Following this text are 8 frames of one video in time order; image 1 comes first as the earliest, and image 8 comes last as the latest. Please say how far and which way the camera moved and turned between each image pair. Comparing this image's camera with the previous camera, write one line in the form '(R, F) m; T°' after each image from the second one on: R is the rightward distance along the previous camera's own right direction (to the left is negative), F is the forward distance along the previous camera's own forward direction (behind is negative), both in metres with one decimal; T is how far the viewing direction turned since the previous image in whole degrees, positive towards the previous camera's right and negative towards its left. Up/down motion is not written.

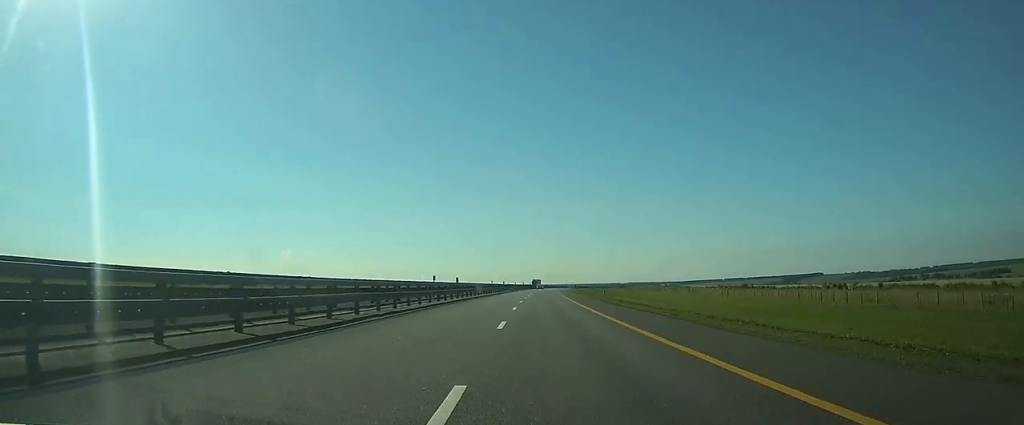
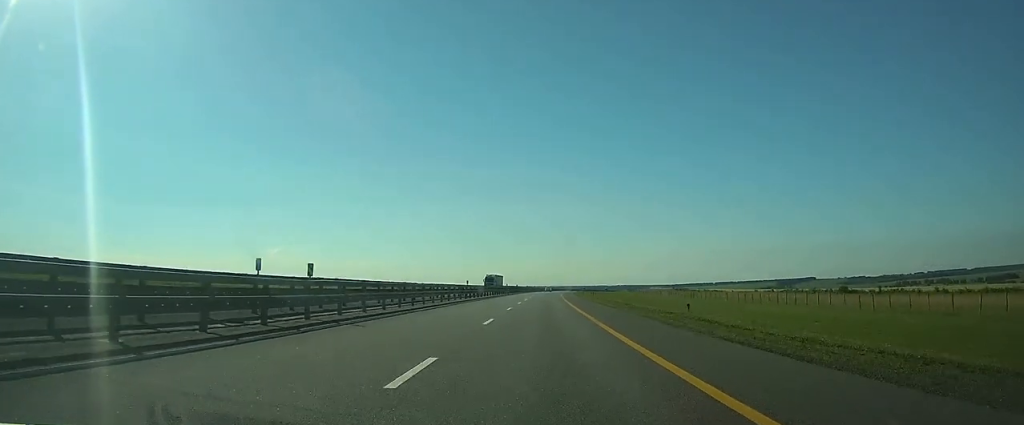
(+1.0, +82.0) m; +1°
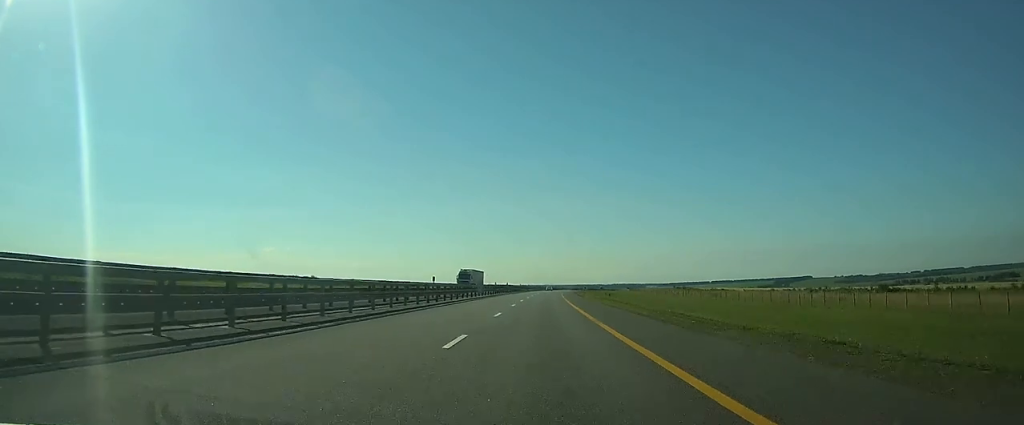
(+0.1, +19.6) m; 0°
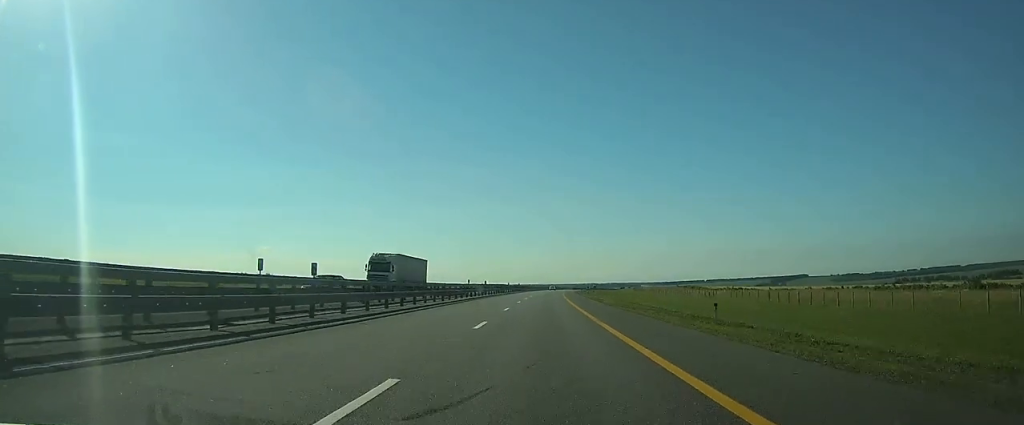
(+0.2, +30.8) m; 0°
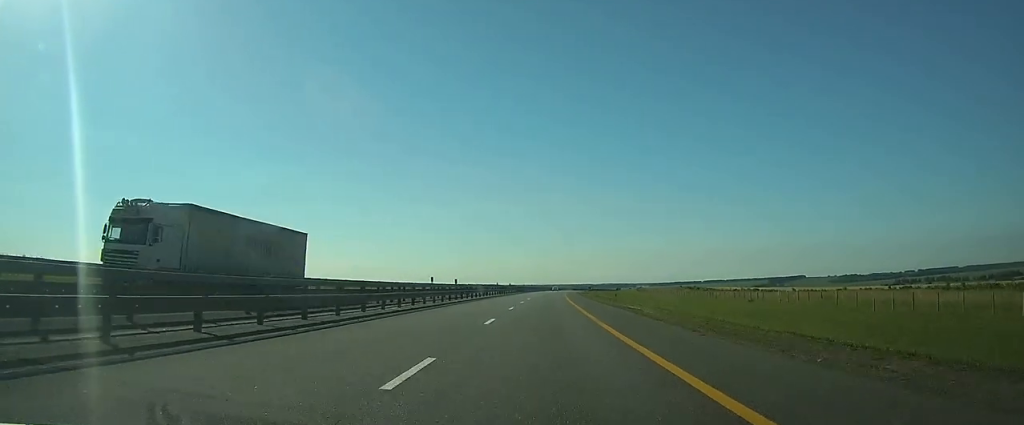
(0.0, +21.5) m; 0°
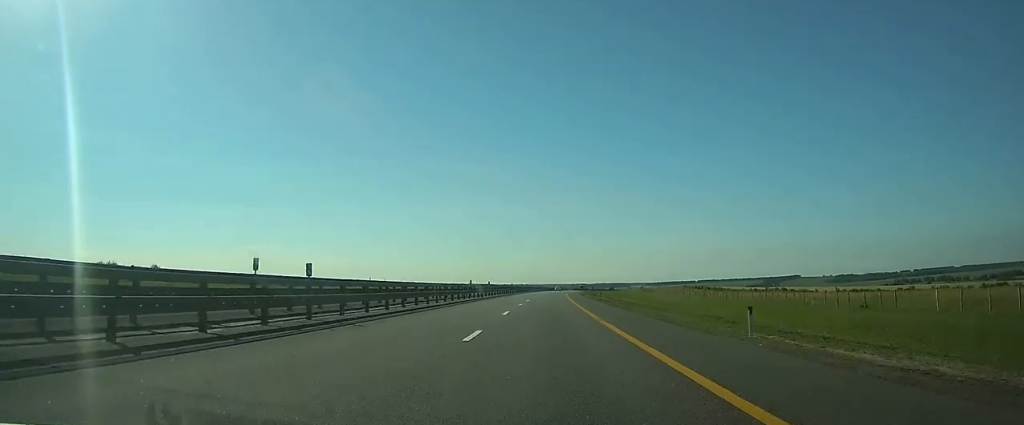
(+0.1, +29.6) m; +1°
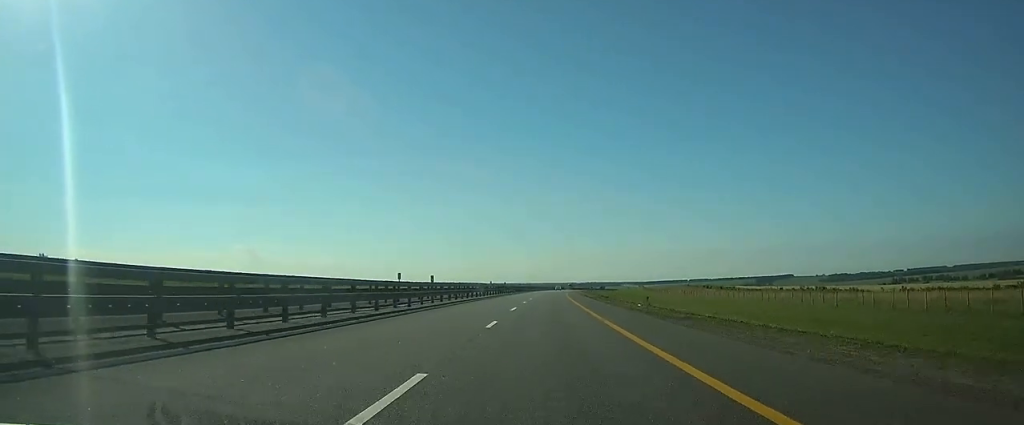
(+0.3, +31.6) m; +1°
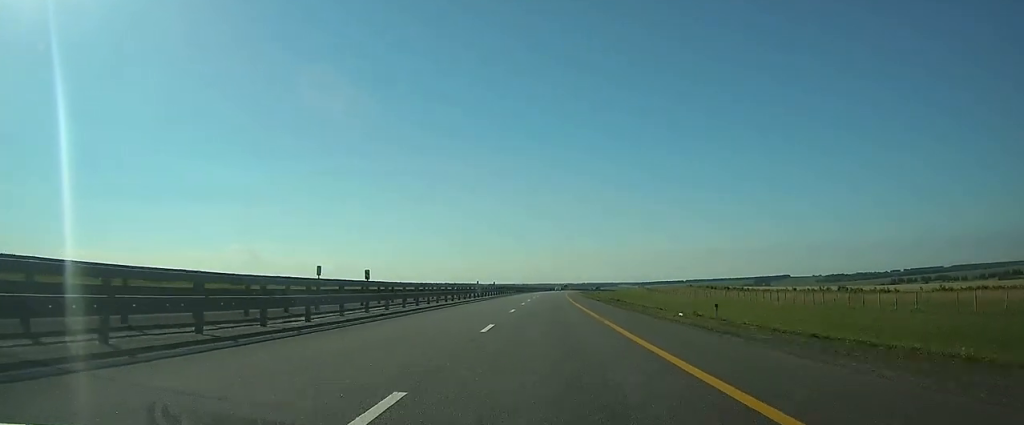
(0.0, +13.3) m; 0°
